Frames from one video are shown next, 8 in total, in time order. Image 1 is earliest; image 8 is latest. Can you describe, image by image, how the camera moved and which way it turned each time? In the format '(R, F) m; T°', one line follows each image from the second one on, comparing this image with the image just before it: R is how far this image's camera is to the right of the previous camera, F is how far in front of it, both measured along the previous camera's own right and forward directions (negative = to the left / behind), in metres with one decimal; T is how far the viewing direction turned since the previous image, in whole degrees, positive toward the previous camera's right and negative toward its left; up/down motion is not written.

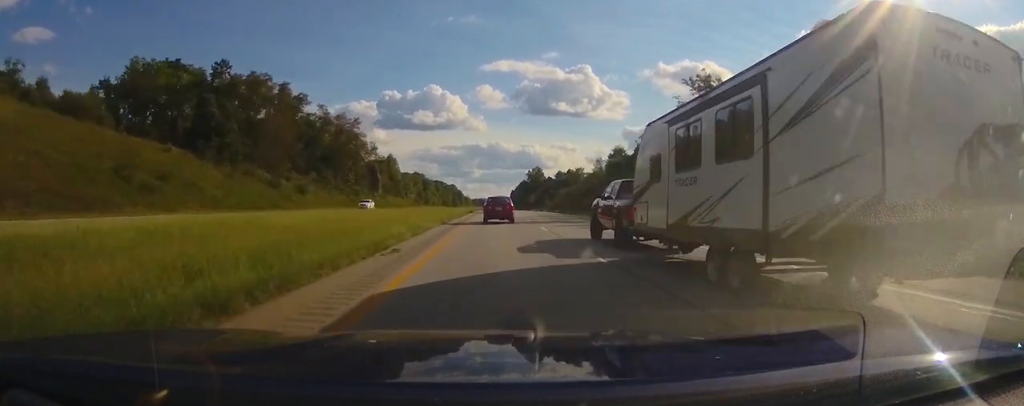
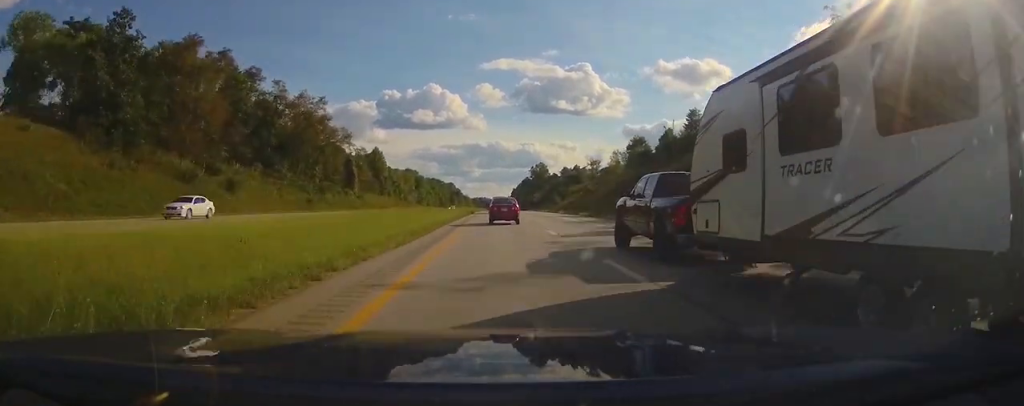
(0.0, +27.4) m; 0°
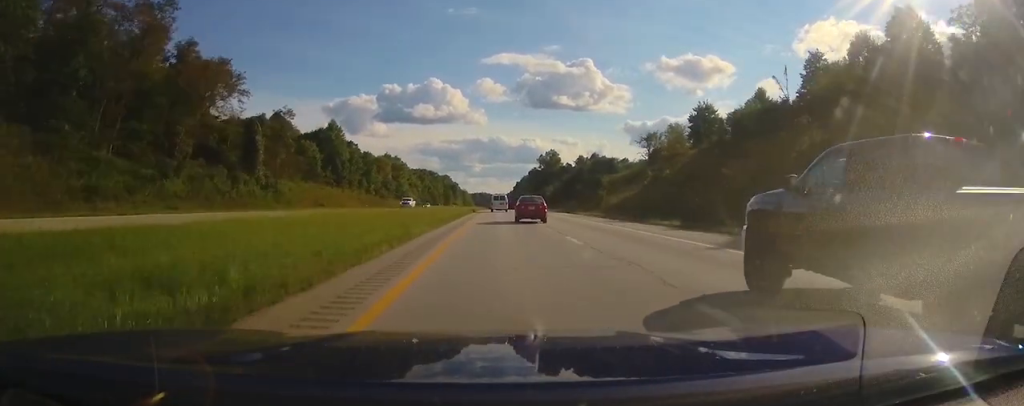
(0.0, +54.3) m; 0°
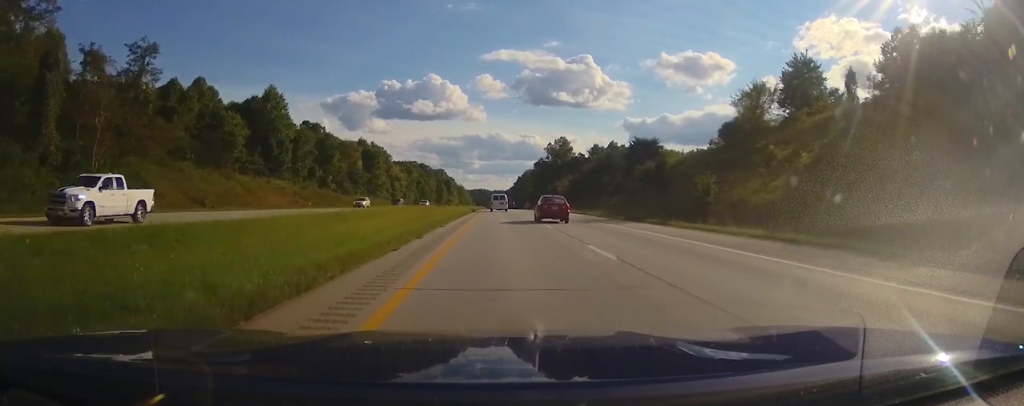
(0.0, +40.5) m; 0°
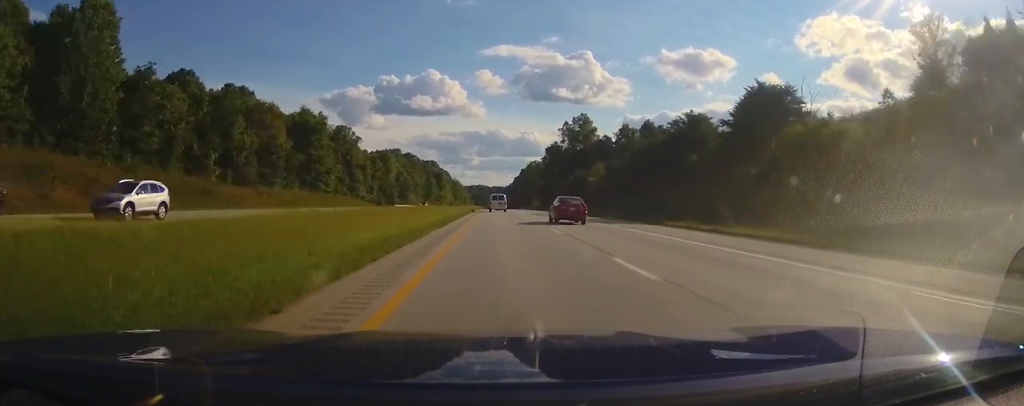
(+0.2, +52.1) m; 0°
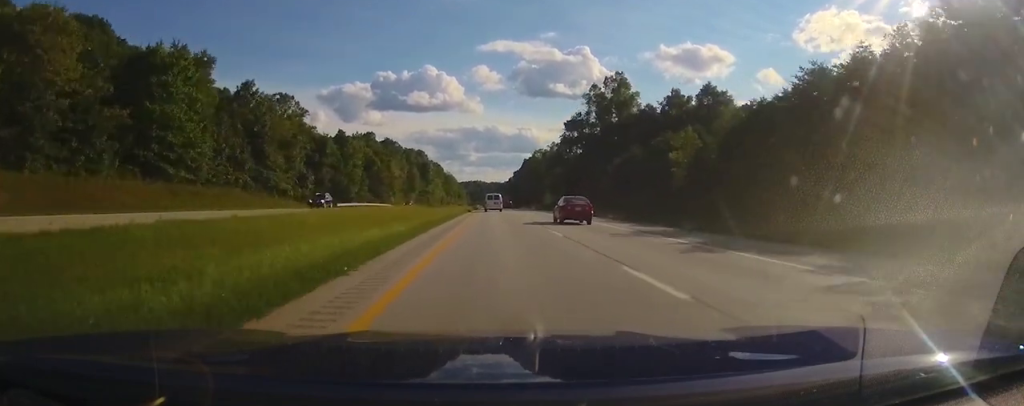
(-0.2, +50.9) m; 0°
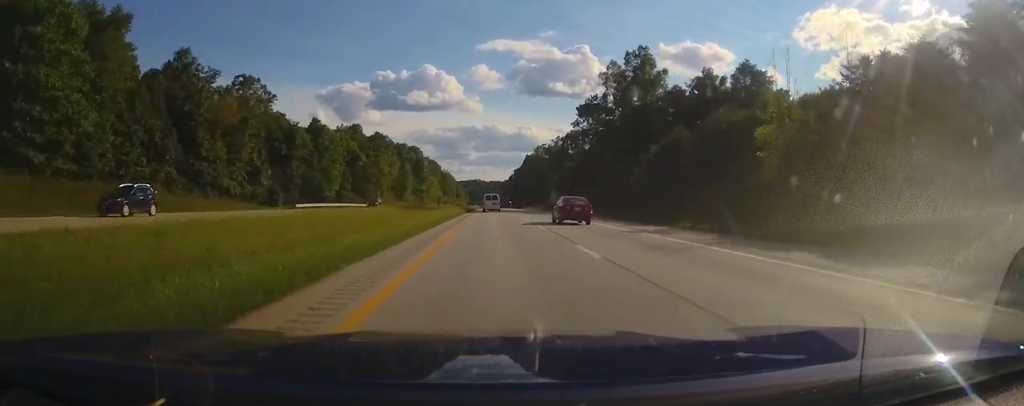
(0.0, +19.5) m; 0°
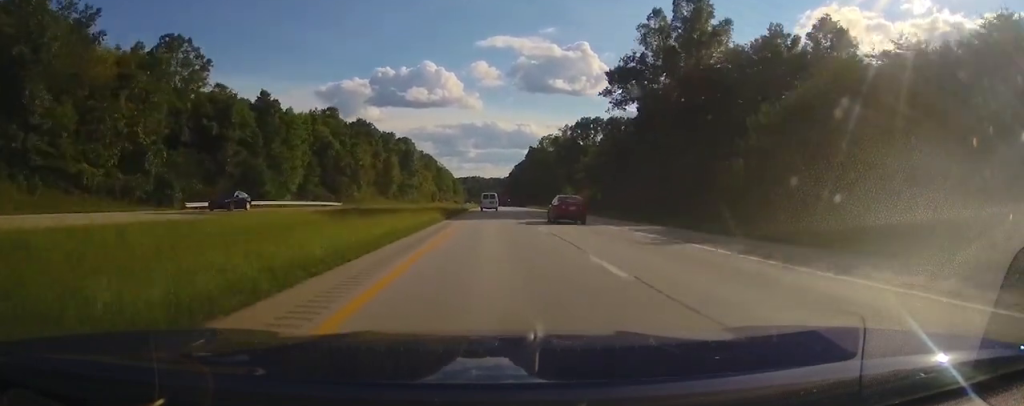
(0.0, +27.5) m; 0°
